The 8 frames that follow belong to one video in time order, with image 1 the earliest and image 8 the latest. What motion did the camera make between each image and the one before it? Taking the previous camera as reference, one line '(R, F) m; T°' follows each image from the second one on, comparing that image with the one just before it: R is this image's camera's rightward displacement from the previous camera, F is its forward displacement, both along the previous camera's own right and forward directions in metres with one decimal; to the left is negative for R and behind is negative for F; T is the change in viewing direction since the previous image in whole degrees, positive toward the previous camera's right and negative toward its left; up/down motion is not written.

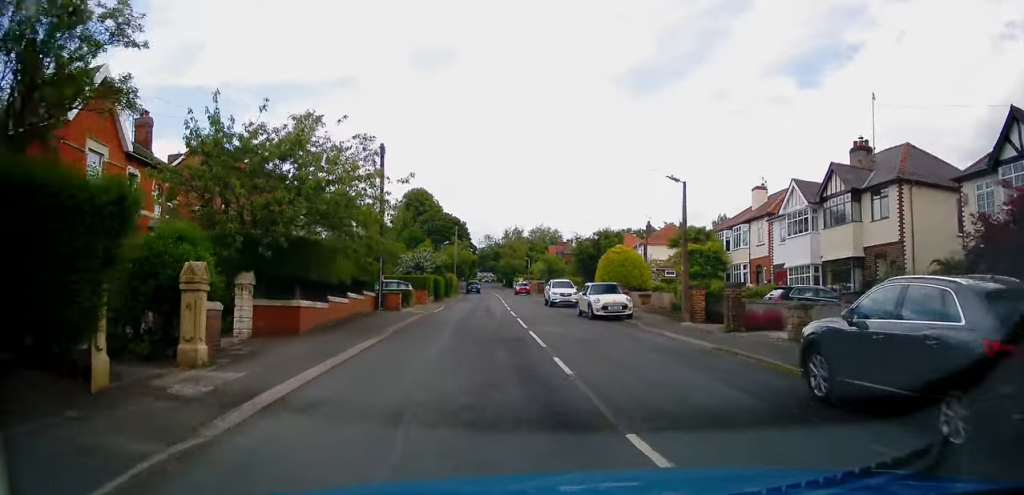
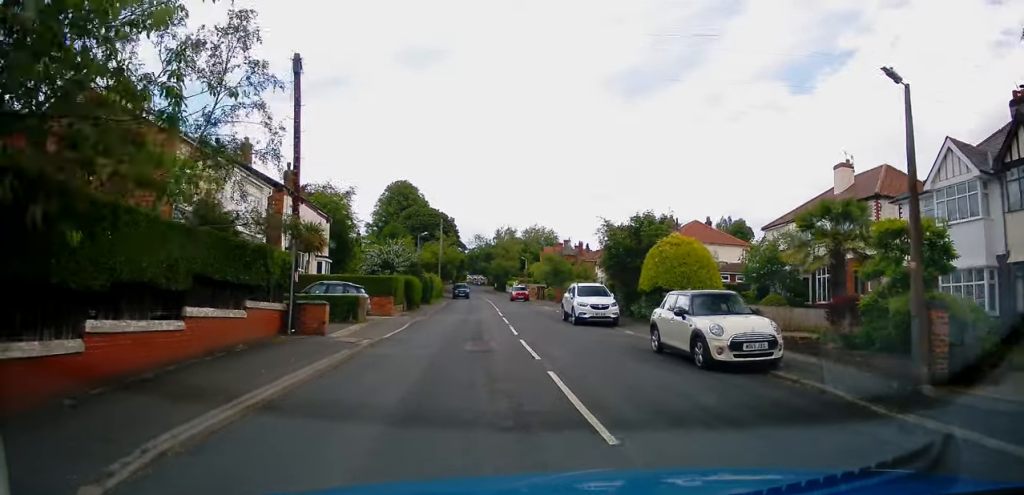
(+0.3, +12.8) m; +1°
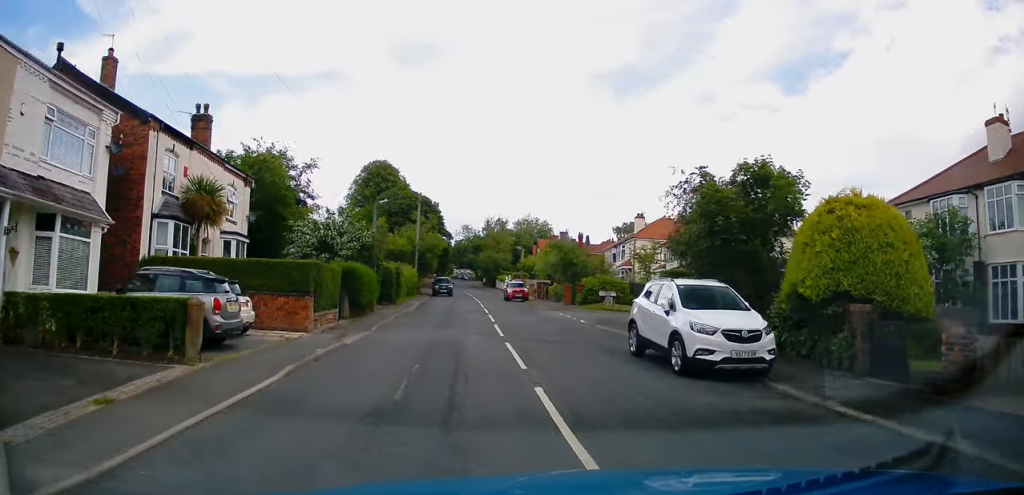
(-0.2, +13.3) m; +1°
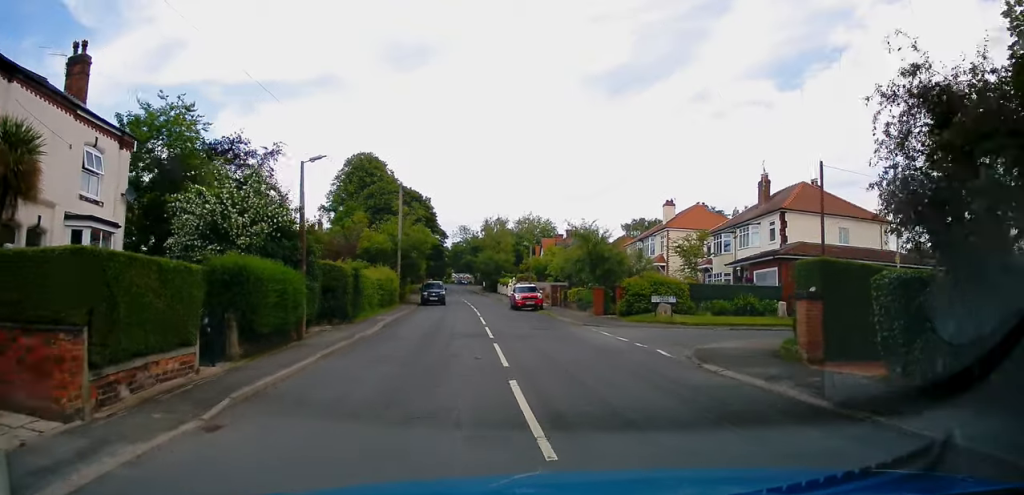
(+0.3, +11.2) m; +1°
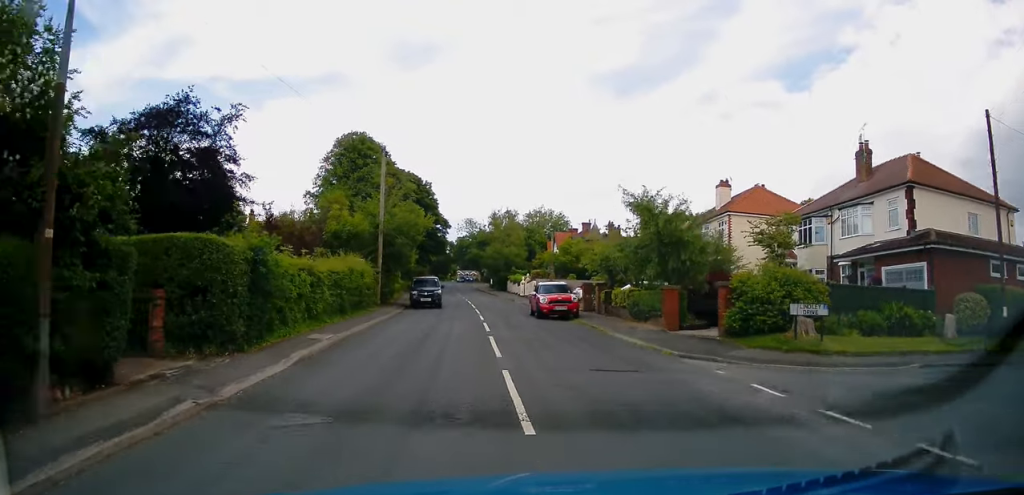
(0.0, +10.8) m; -1°
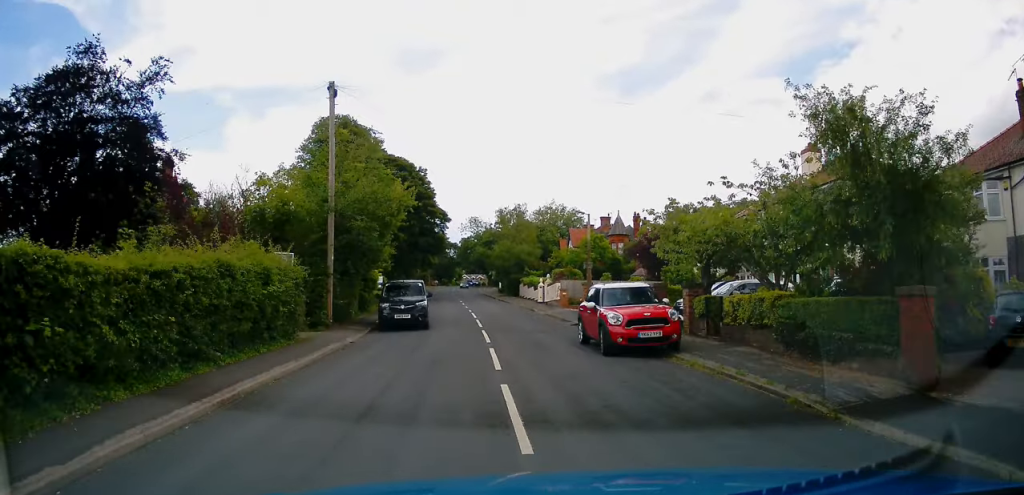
(-0.3, +12.3) m; -2°
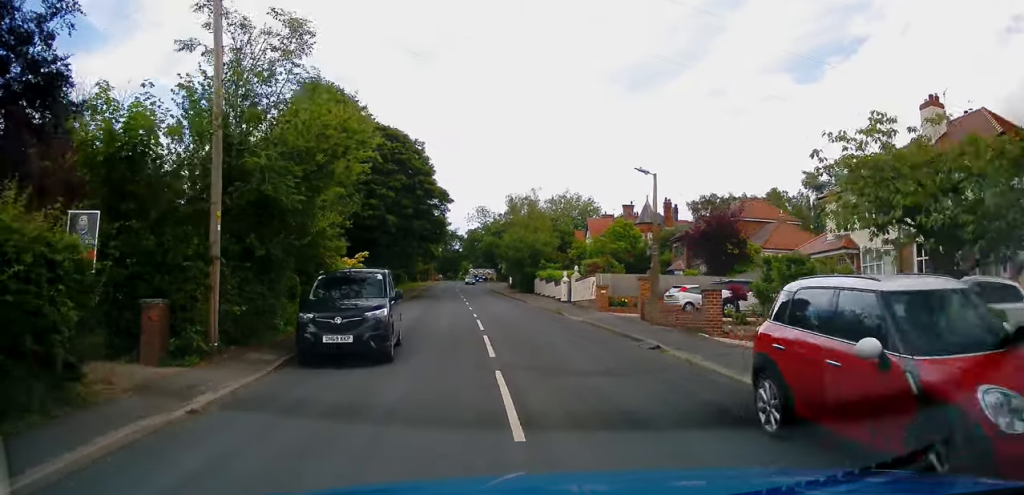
(-0.1, +10.0) m; -1°
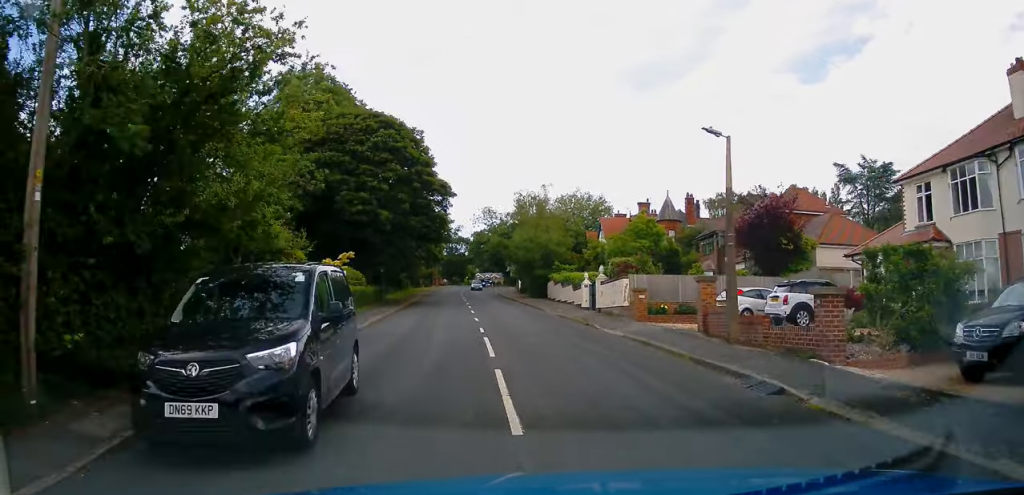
(0.0, +5.6) m; -1°
